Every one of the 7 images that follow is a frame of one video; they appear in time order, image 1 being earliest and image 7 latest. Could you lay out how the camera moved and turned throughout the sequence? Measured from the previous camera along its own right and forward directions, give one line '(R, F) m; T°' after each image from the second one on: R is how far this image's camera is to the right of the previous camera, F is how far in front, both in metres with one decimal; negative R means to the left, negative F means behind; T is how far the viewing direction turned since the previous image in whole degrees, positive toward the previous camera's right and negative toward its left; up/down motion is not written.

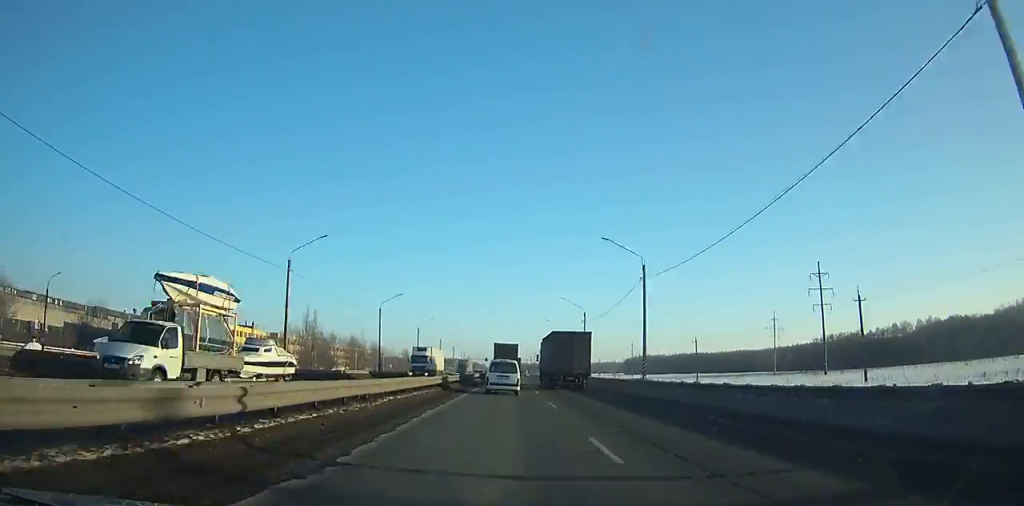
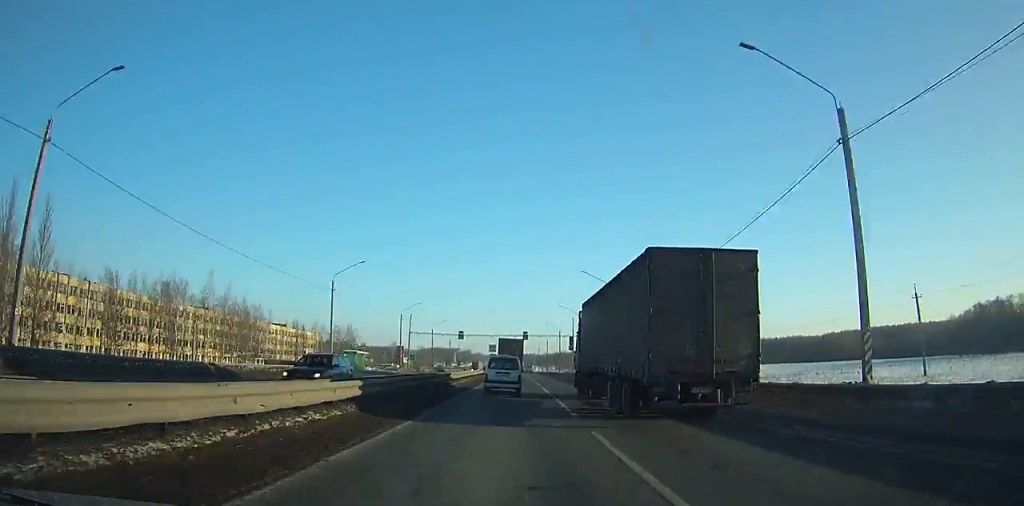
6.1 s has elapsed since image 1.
(+0.7, +121.3) m; 0°
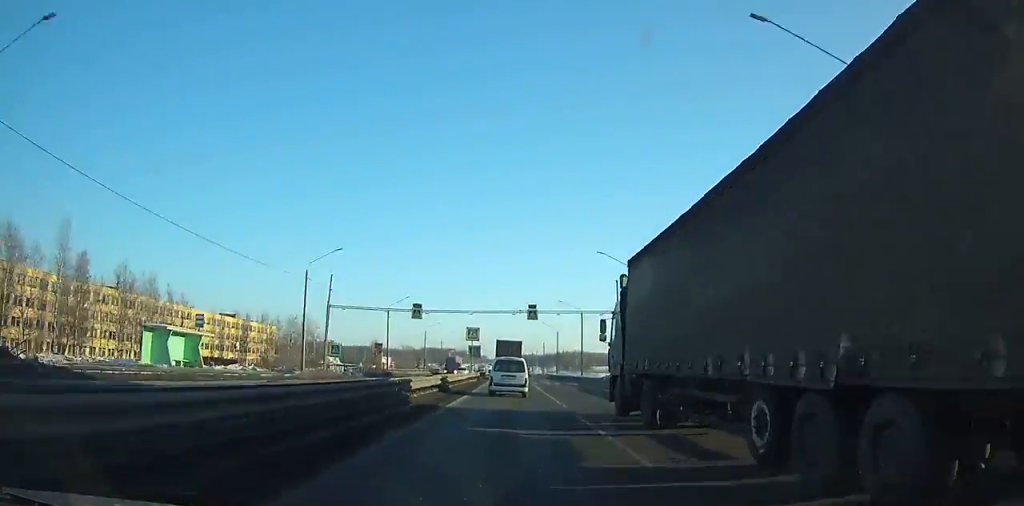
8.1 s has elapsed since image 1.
(-0.2, +43.3) m; 0°
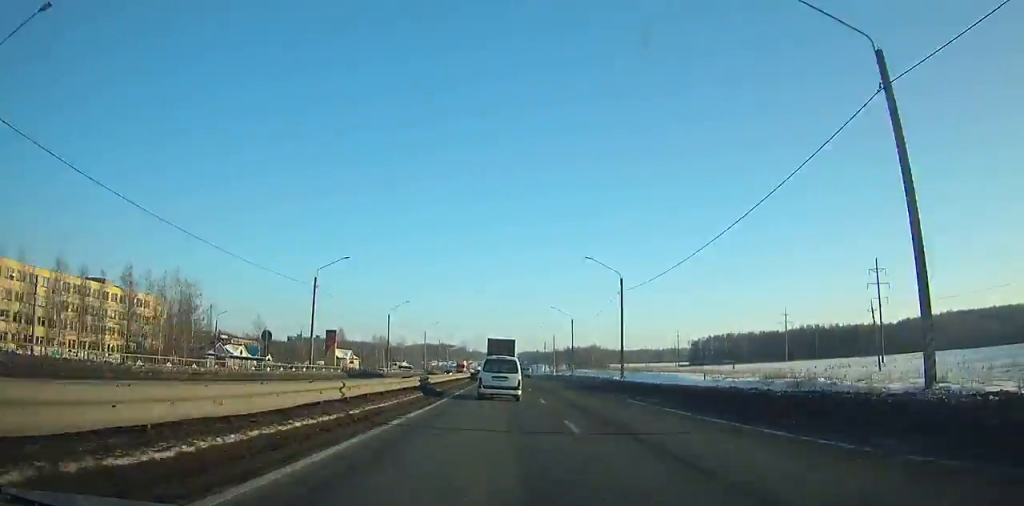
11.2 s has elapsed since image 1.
(-0.3, +69.0) m; 0°
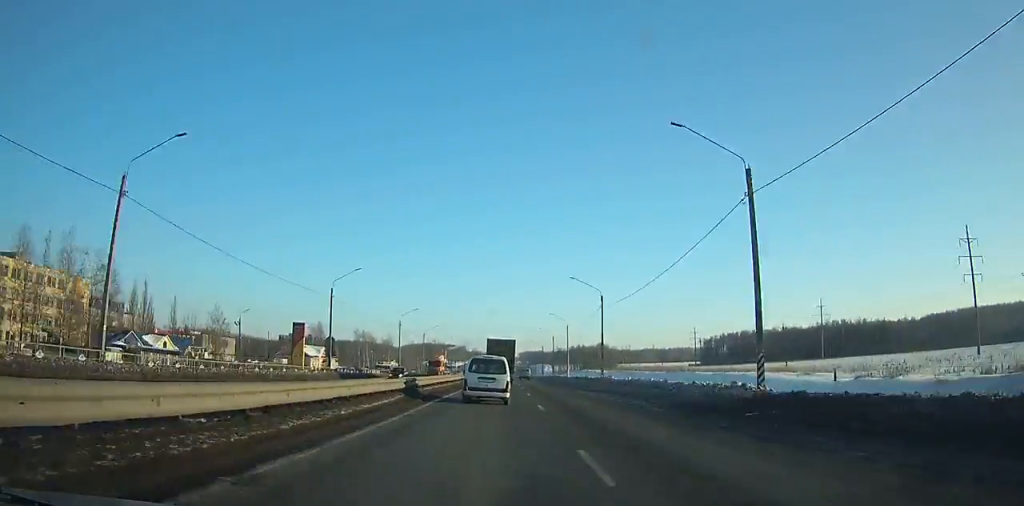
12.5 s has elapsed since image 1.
(0.0, +29.5) m; 0°
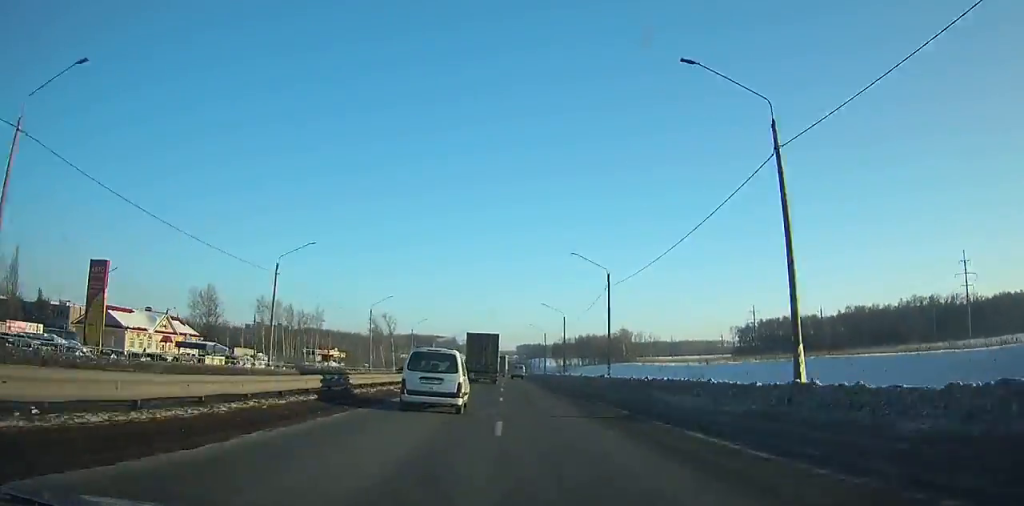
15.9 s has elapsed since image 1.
(-0.2, +78.0) m; 0°
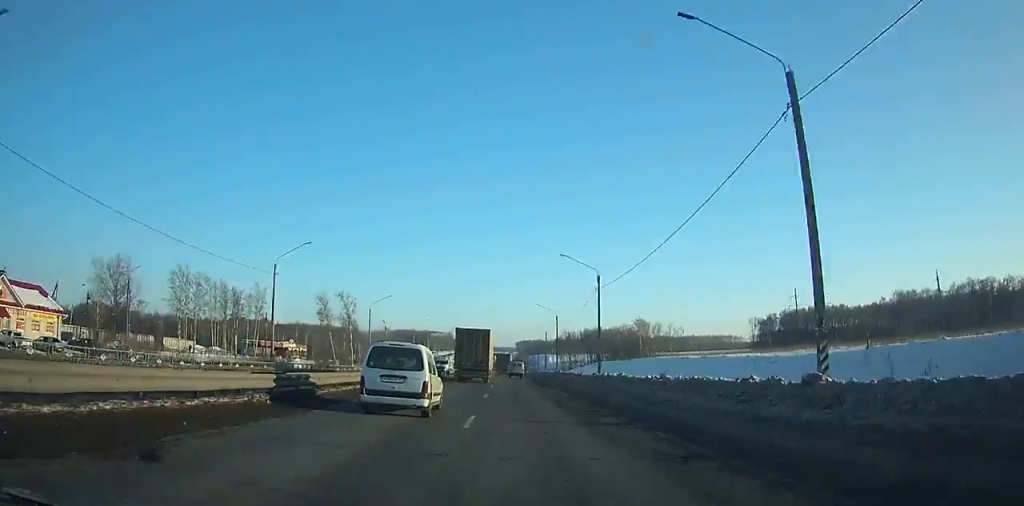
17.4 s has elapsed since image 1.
(-0.1, +34.3) m; 0°
